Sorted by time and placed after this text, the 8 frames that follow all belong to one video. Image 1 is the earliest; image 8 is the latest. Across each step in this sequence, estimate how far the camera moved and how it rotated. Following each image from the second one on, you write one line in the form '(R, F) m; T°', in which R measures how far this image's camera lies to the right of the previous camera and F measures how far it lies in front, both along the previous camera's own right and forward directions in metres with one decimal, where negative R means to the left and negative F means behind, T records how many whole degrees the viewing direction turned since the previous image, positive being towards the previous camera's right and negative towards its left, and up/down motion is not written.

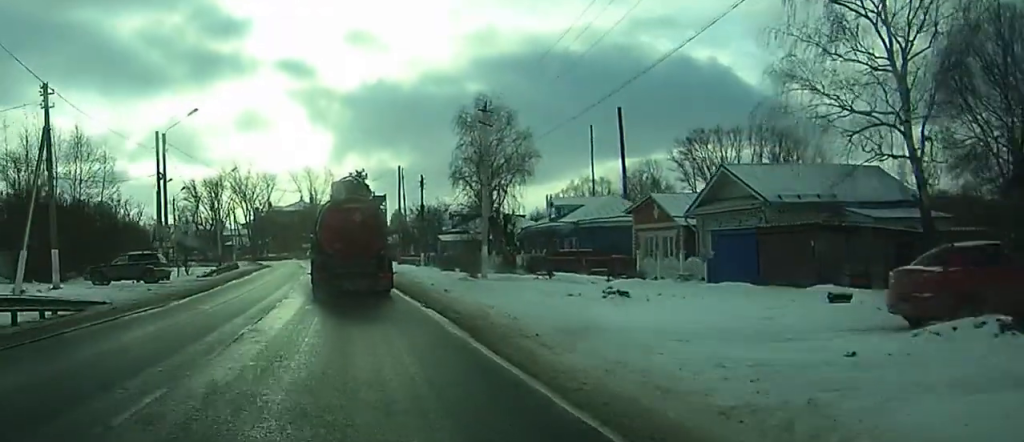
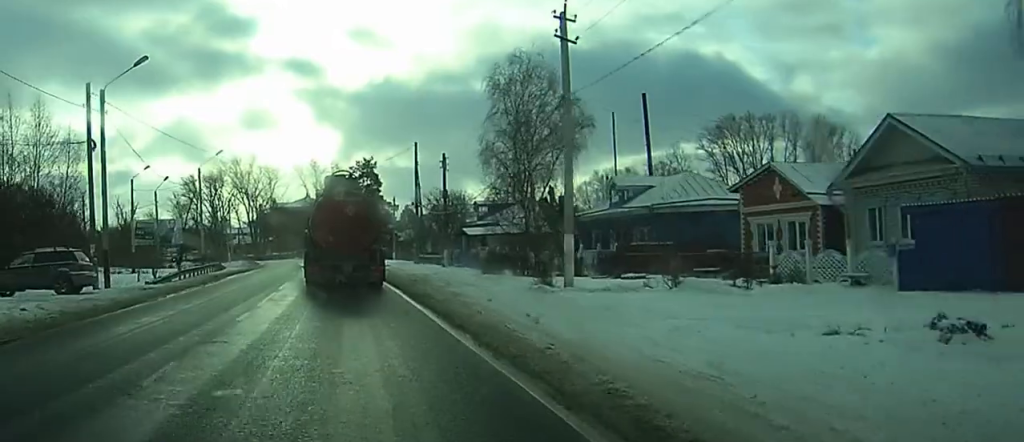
(0.0, +12.9) m; 0°
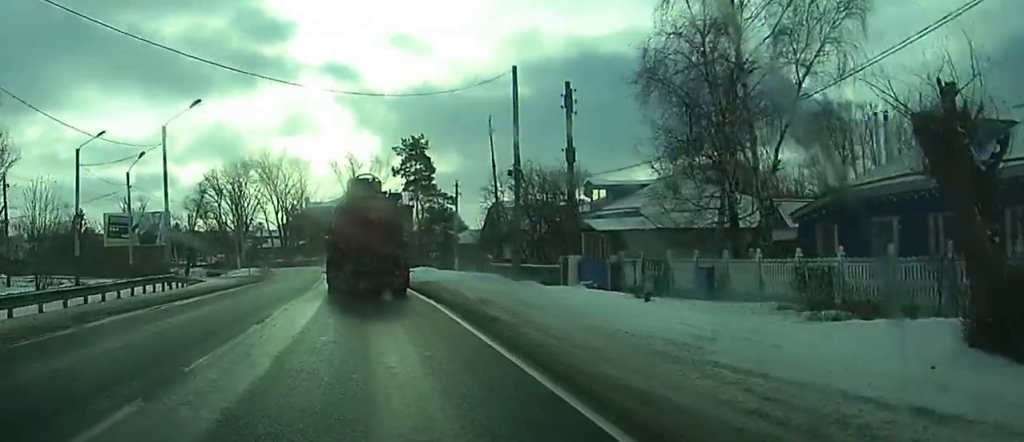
(-0.6, +24.6) m; -3°
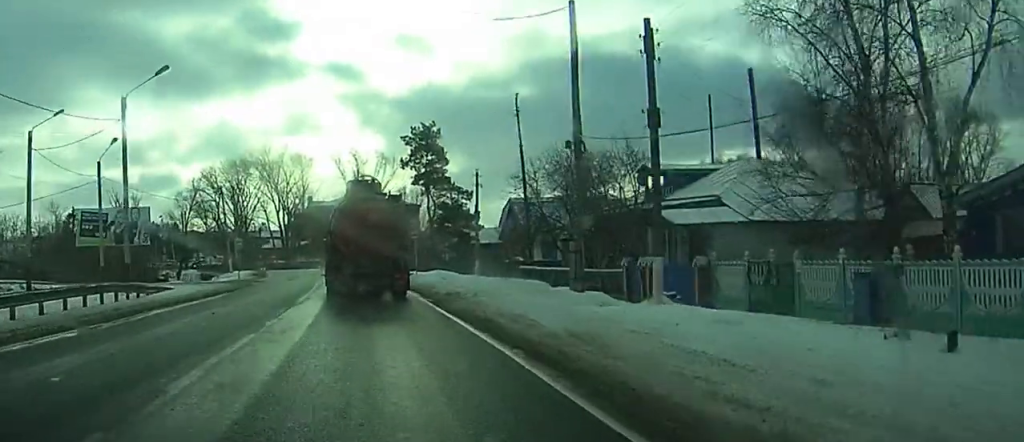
(-0.1, +8.5) m; -1°
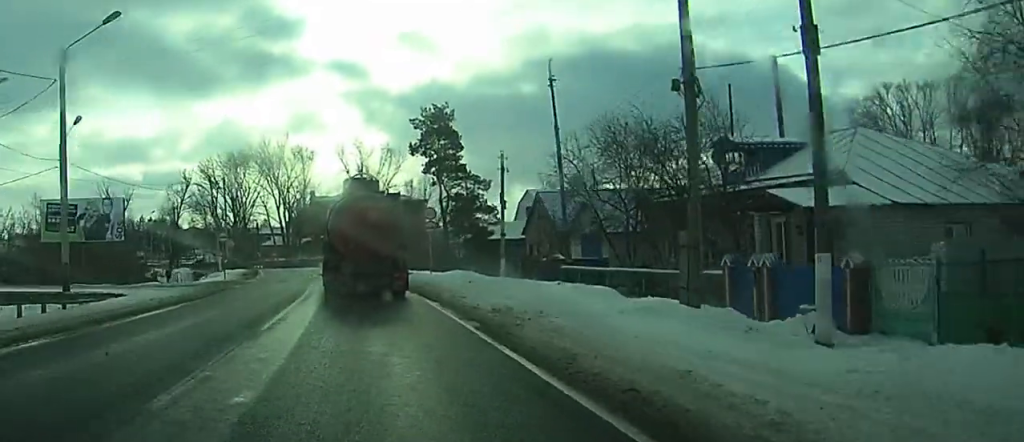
(0.0, +8.1) m; 0°
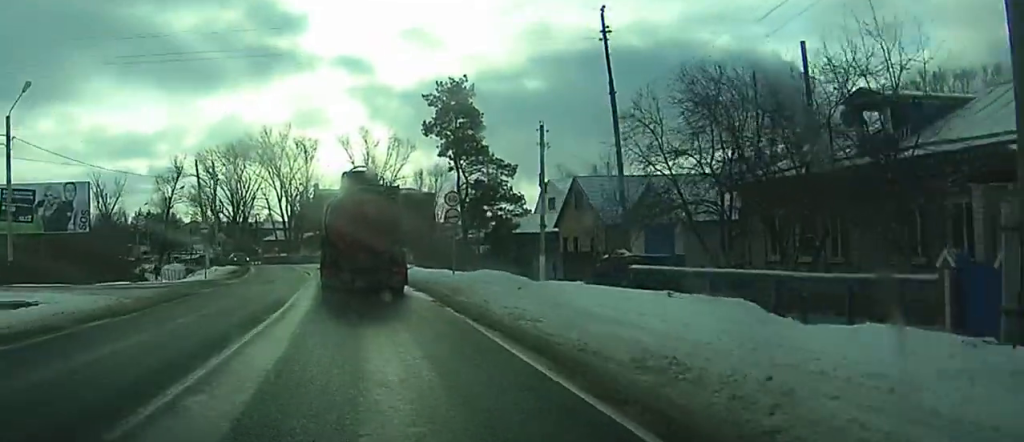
(0.0, +8.4) m; -1°
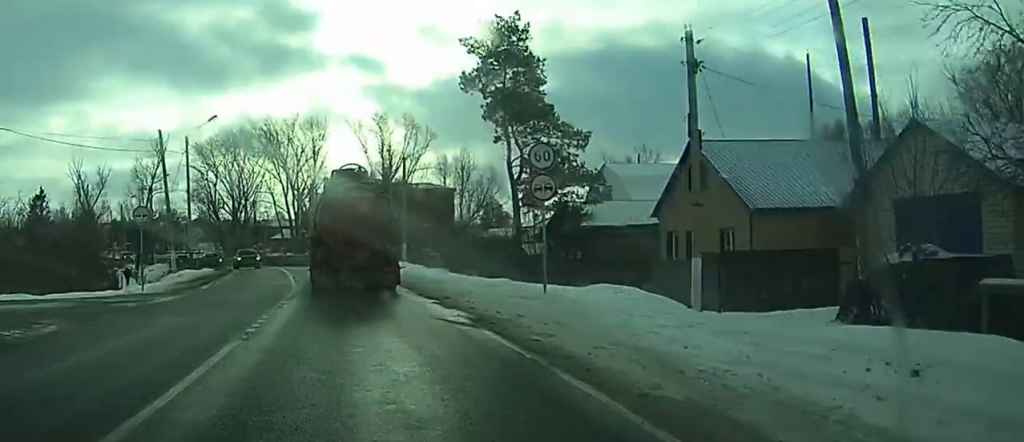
(-0.3, +15.5) m; -2°
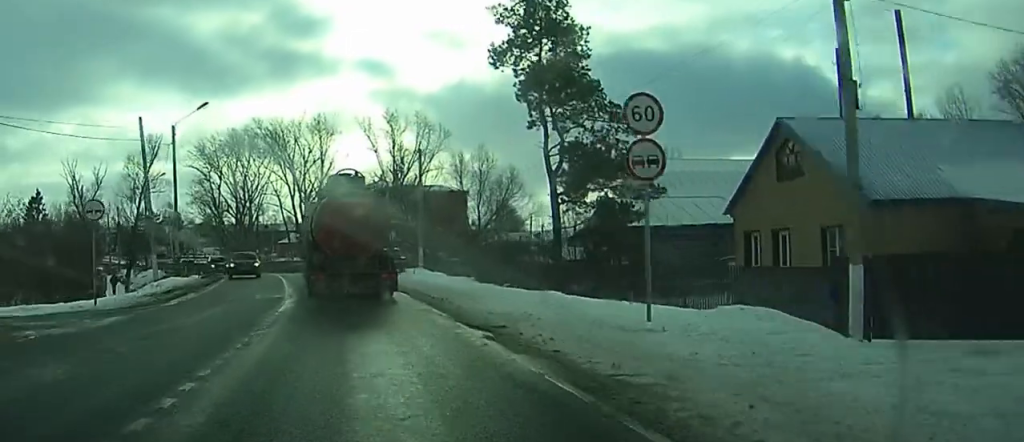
(-0.1, +6.6) m; -1°
